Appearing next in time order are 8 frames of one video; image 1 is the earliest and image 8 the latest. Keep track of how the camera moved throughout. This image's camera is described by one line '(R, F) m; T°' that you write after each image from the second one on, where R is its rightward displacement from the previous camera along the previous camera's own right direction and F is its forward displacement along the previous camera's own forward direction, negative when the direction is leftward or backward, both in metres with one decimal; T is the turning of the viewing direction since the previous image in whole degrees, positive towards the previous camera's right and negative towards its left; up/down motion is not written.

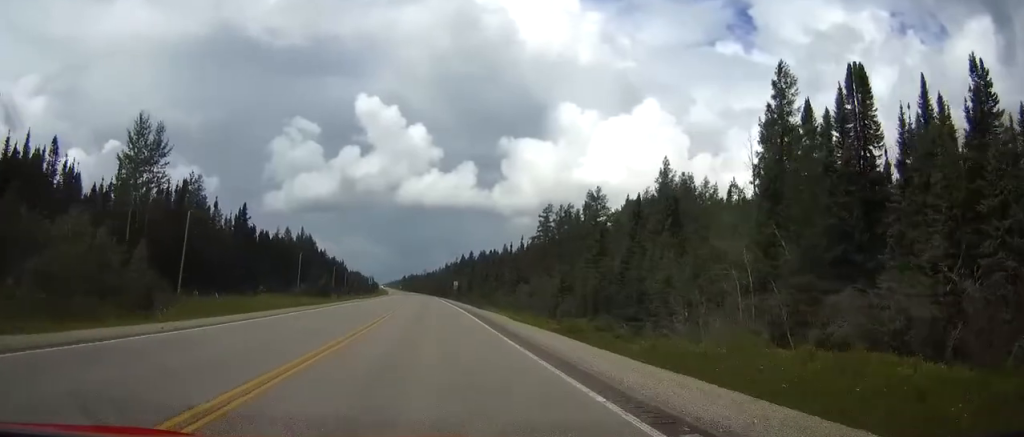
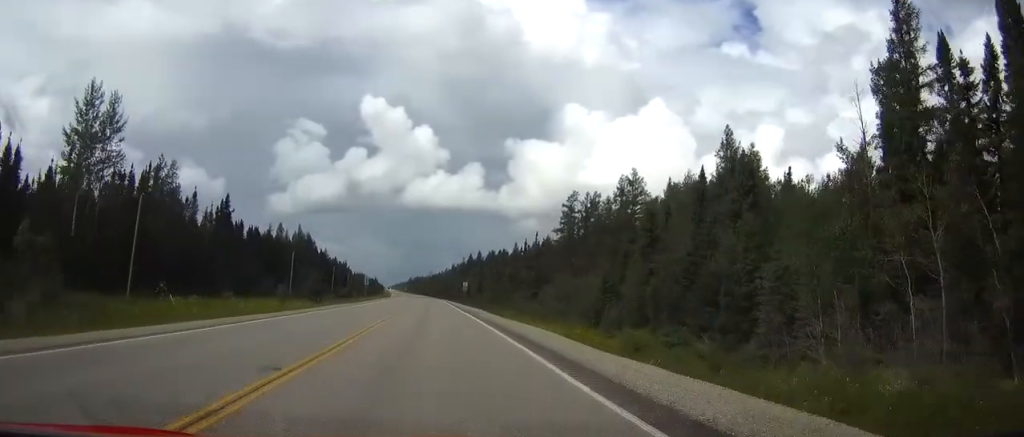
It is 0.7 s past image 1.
(-0.1, +15.4) m; -1°
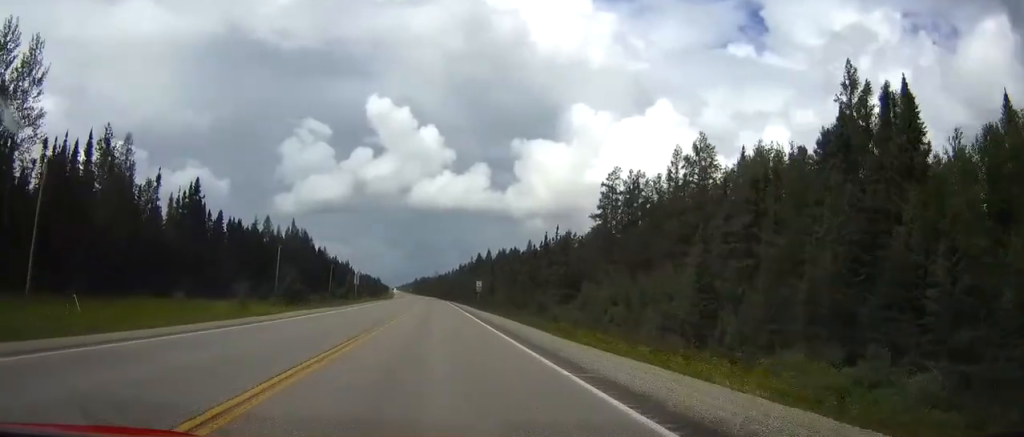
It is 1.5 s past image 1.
(-0.2, +19.4) m; -1°
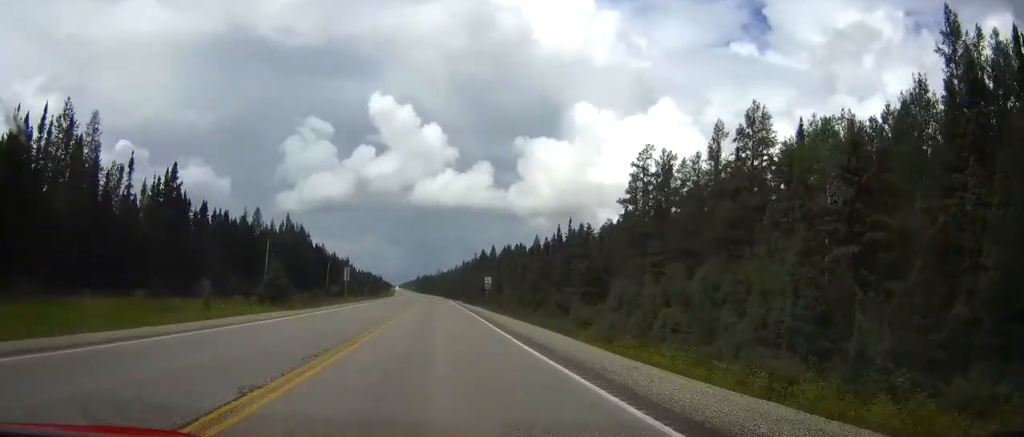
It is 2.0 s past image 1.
(0.0, +11.0) m; -1°
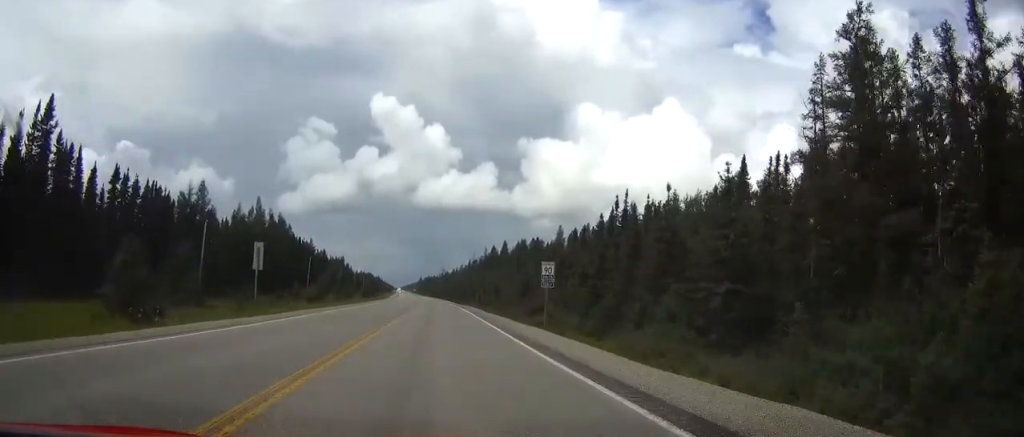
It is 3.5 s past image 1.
(-0.3, +37.0) m; -1°
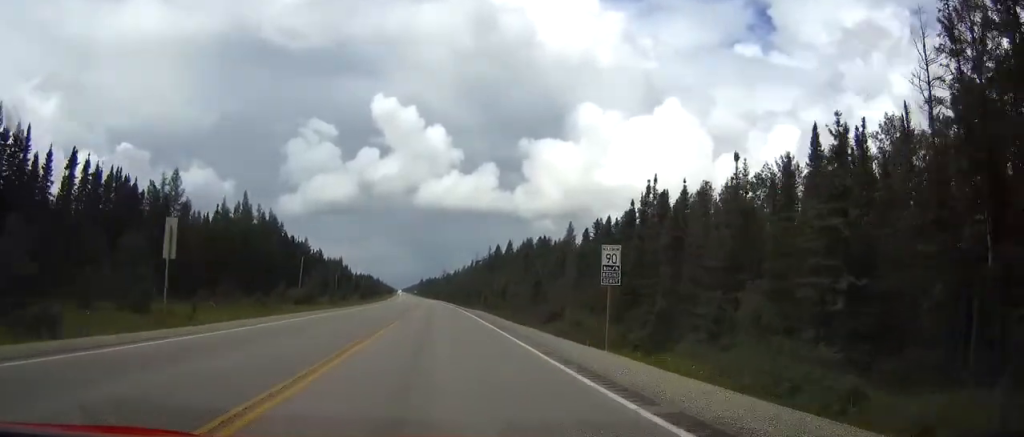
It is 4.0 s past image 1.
(0.0, +12.3) m; 0°
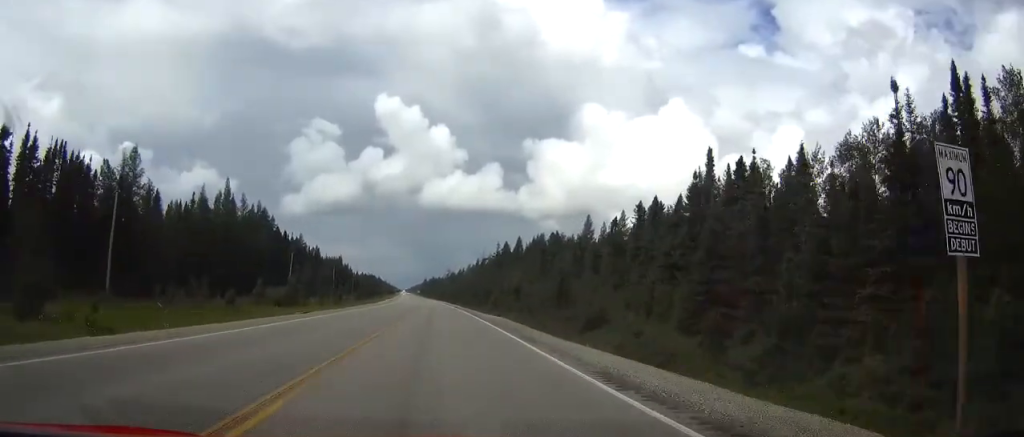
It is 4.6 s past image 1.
(0.0, +15.8) m; 0°
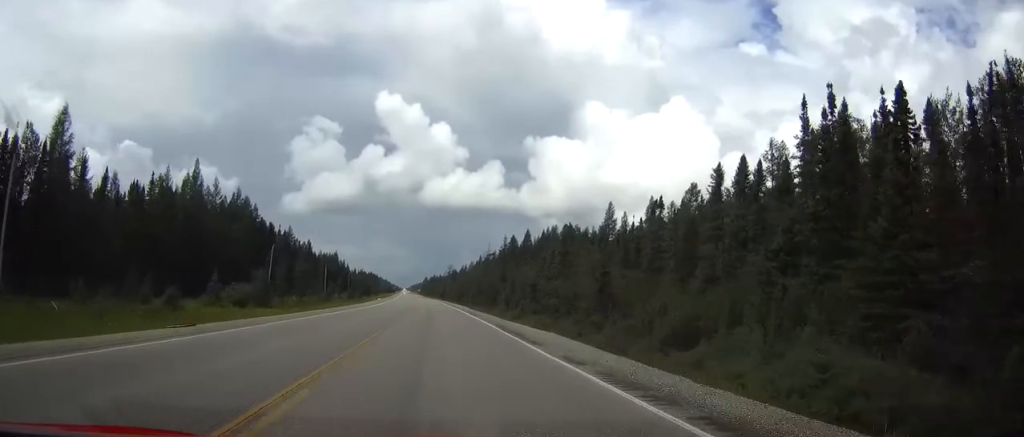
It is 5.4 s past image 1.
(0.0, +18.5) m; 0°
